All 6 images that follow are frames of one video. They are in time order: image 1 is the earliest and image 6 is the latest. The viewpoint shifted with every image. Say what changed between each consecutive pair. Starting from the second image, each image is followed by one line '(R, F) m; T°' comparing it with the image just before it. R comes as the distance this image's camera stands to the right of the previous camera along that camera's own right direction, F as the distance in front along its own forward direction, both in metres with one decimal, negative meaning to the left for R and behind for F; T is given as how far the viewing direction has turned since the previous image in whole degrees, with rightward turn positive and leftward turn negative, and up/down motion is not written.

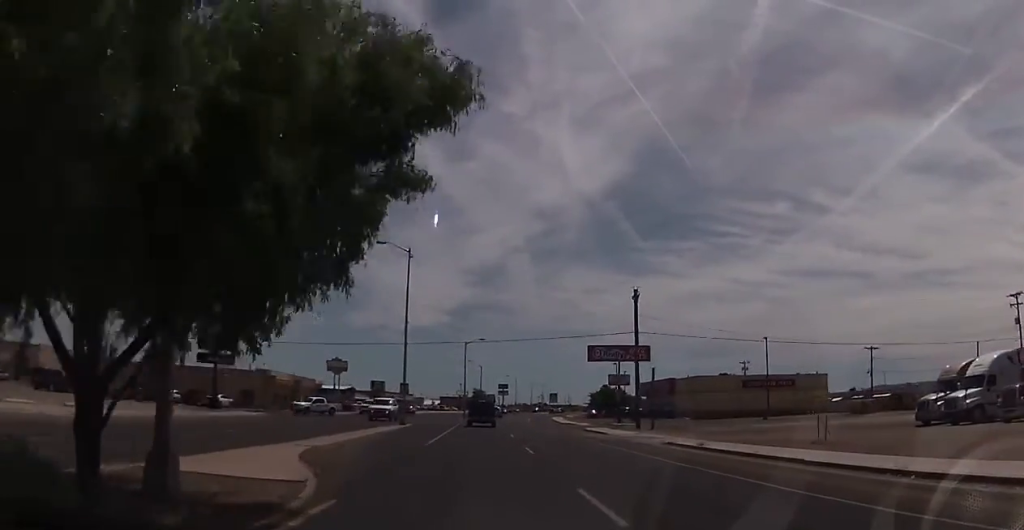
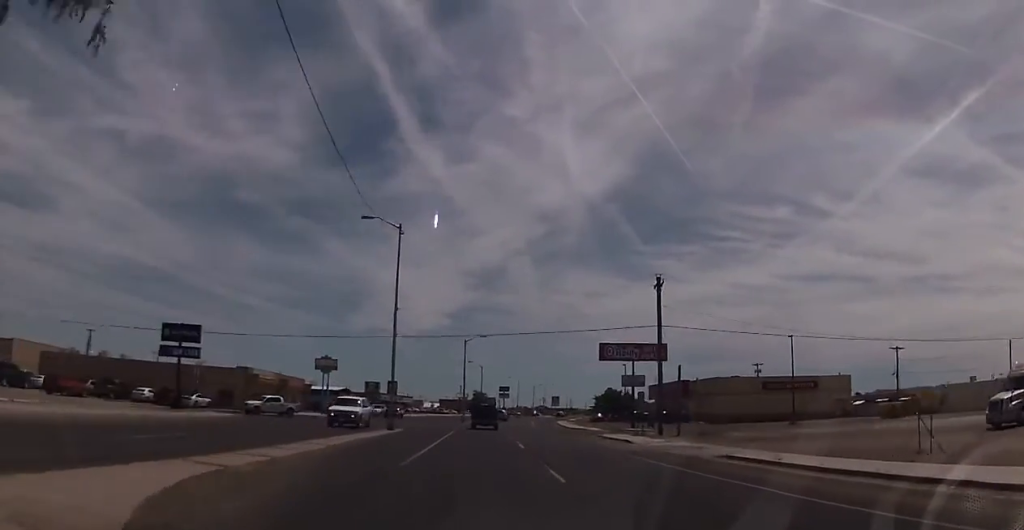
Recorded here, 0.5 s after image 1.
(-0.1, +7.0) m; -1°
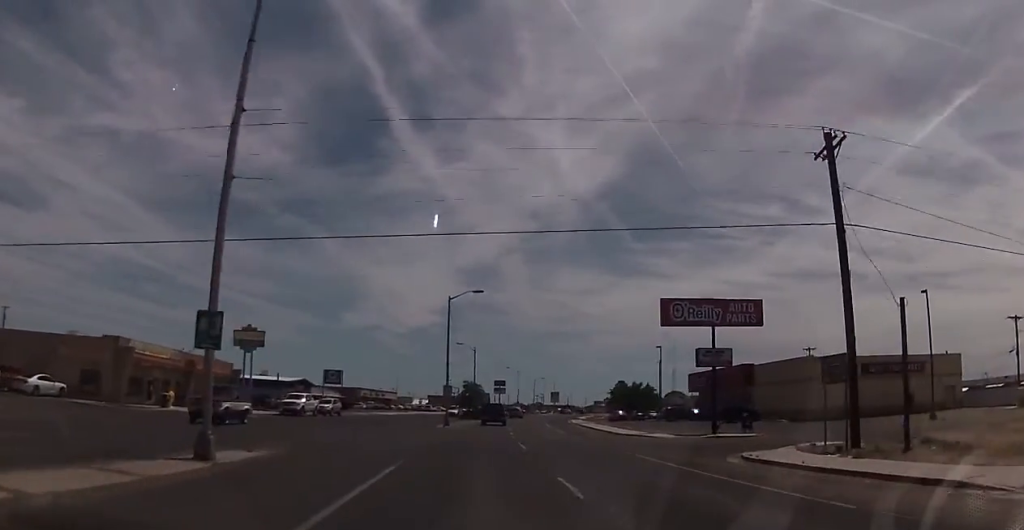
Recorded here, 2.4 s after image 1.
(-0.6, +27.0) m; -1°
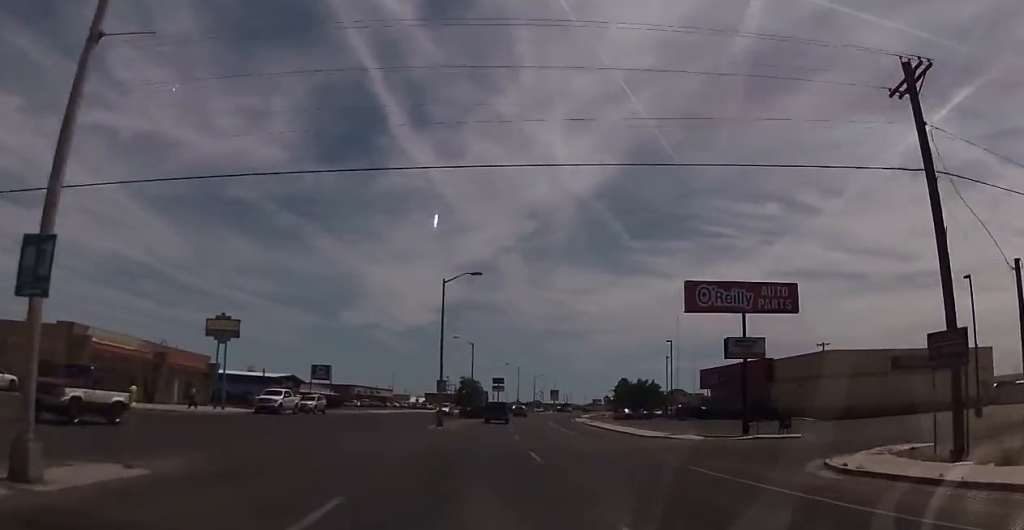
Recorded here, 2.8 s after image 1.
(-0.1, +5.8) m; +1°
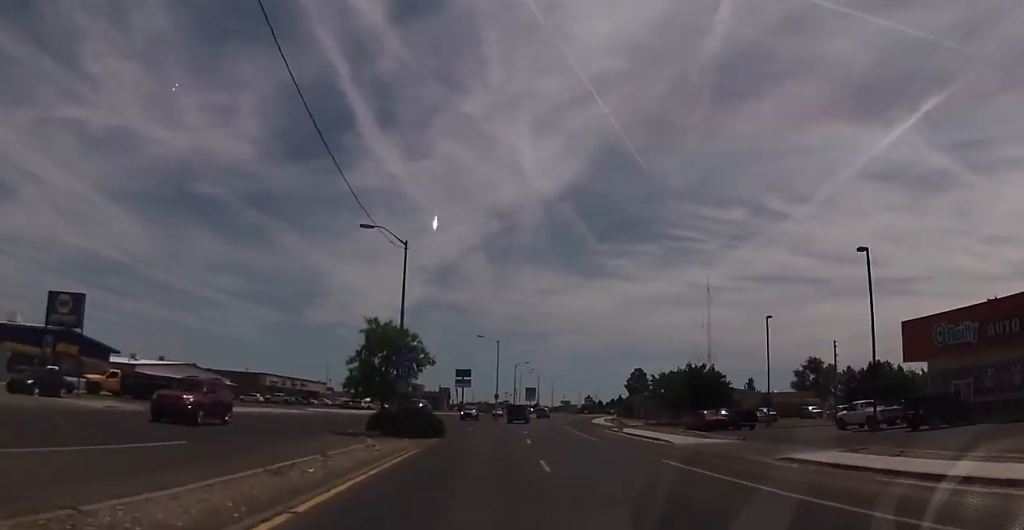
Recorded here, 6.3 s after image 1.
(+1.3, +50.9) m; +4°
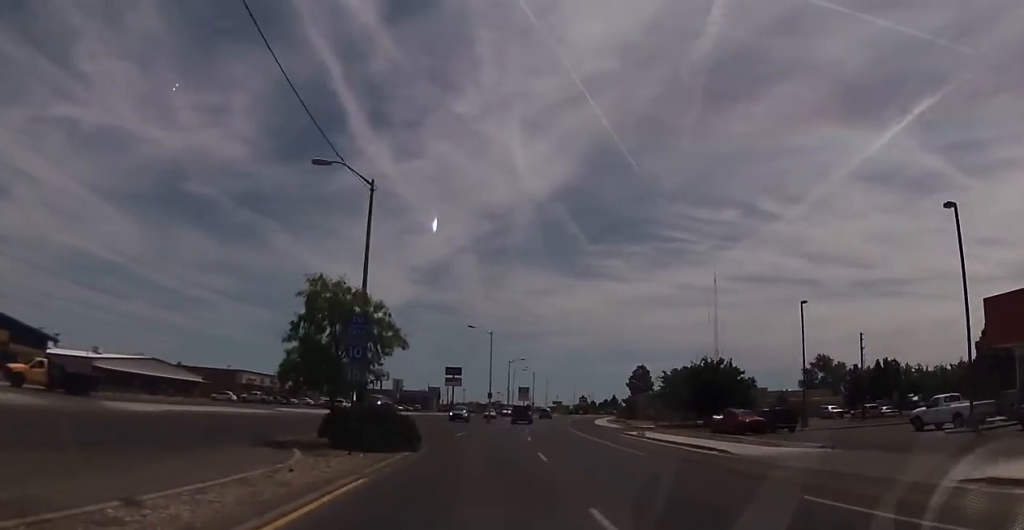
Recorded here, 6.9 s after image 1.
(-0.1, +8.7) m; +1°
